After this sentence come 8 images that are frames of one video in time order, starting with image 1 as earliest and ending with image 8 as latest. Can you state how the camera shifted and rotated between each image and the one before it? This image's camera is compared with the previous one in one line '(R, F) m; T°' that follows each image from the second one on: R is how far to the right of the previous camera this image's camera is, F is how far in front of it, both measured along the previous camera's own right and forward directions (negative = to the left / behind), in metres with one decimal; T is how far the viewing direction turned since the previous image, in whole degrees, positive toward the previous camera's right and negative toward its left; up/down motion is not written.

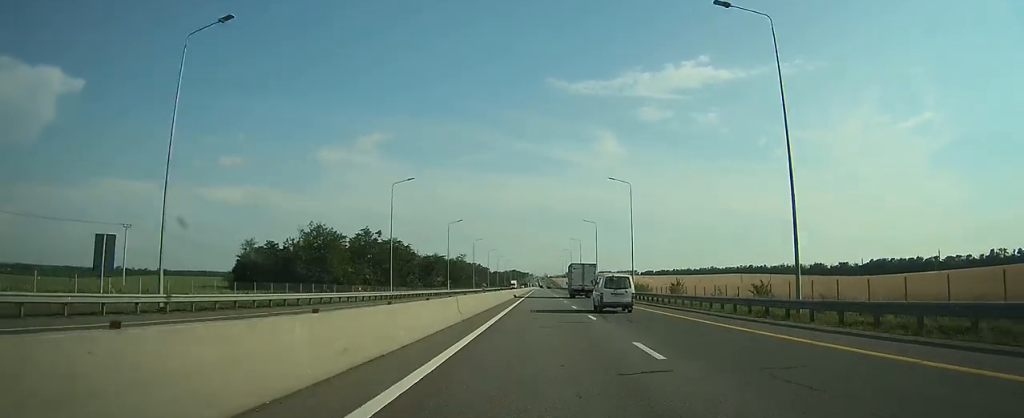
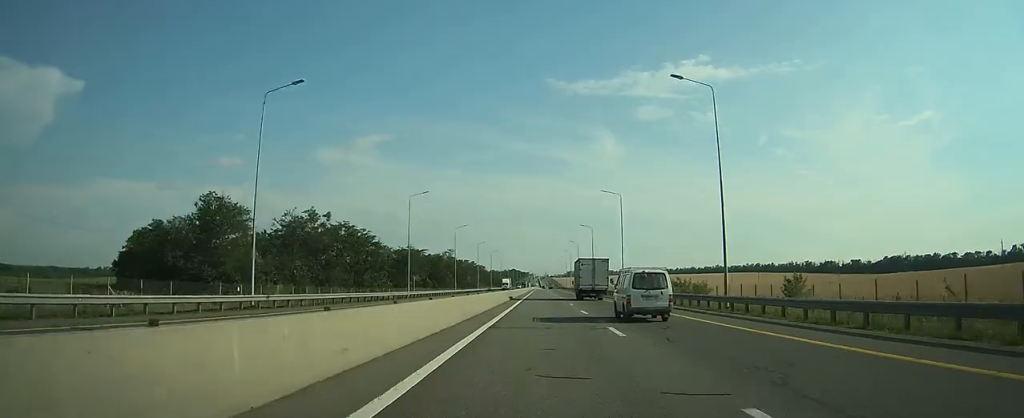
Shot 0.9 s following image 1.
(-0.1, +31.5) m; 0°
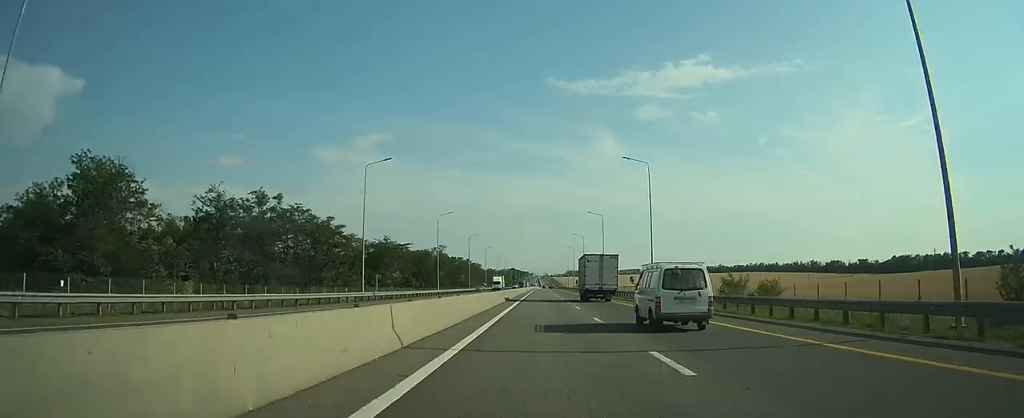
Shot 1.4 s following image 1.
(0.0, +18.7) m; 0°
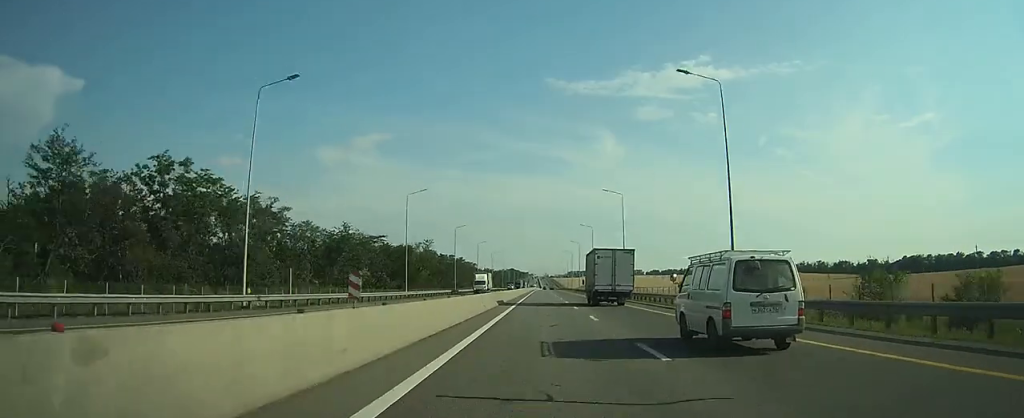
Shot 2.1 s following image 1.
(0.0, +22.2) m; 0°
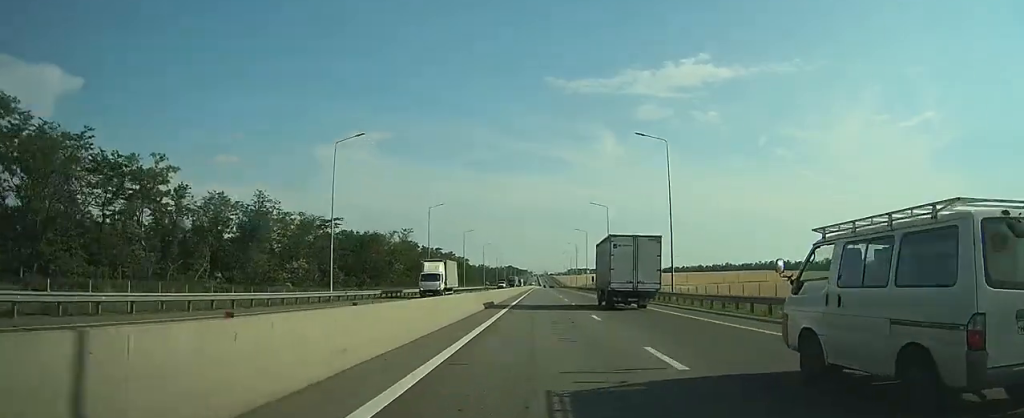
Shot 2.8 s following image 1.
(0.0, +25.7) m; 0°
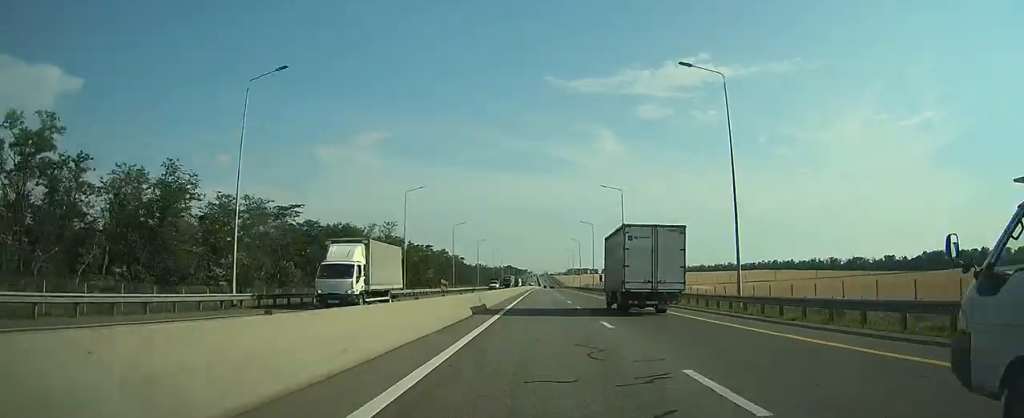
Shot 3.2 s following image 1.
(0.0, +15.1) m; 0°
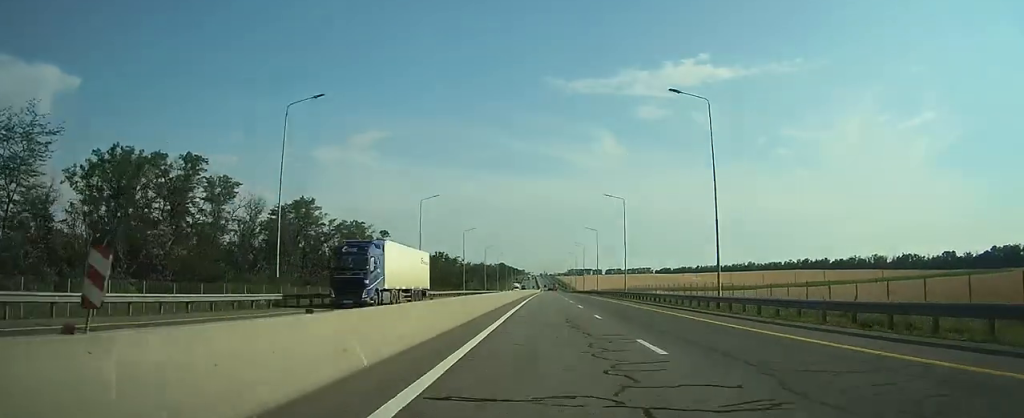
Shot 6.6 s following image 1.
(+0.4, +115.7) m; 0°
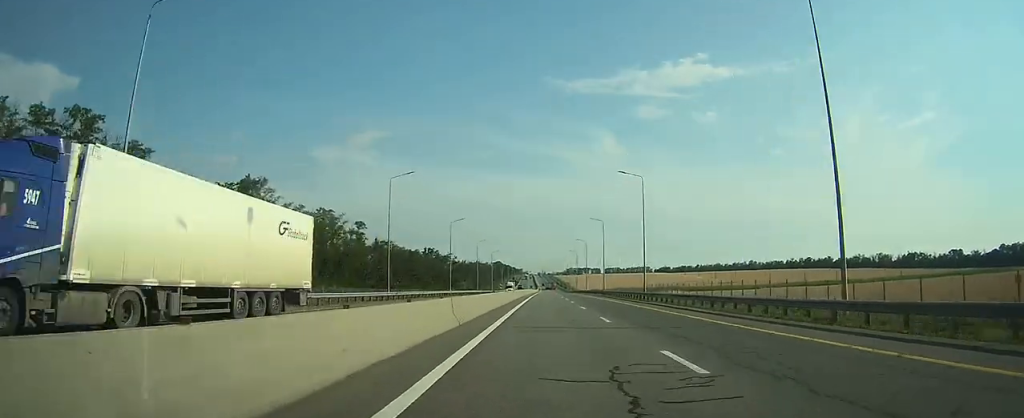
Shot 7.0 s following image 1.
(0.0, +14.7) m; 0°
